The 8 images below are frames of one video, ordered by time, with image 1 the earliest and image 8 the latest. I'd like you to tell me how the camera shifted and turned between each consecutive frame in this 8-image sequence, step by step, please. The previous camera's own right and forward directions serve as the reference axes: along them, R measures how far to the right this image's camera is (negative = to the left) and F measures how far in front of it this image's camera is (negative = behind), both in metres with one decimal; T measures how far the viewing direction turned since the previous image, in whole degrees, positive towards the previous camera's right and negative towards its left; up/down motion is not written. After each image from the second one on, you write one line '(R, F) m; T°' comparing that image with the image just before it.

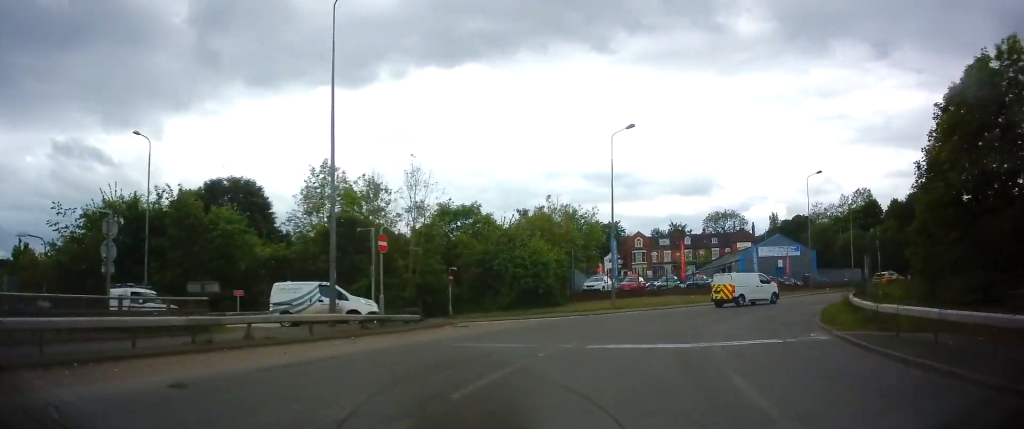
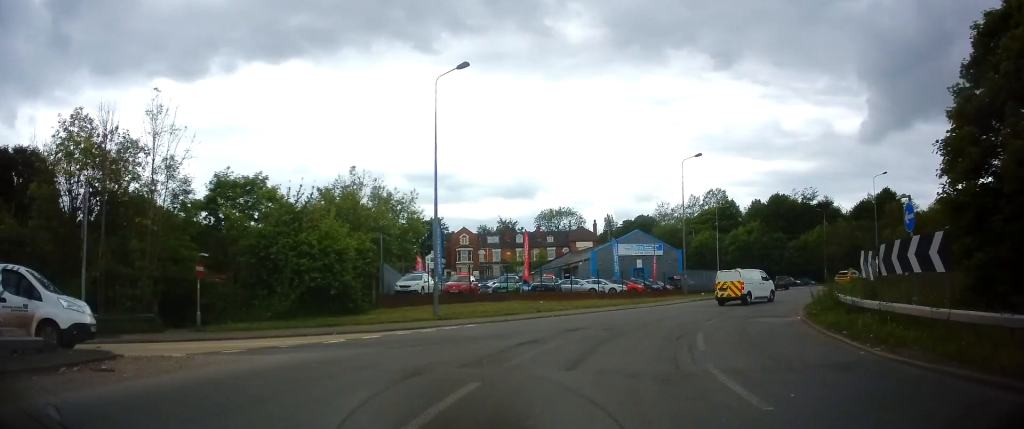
(+1.6, +11.4) m; +18°
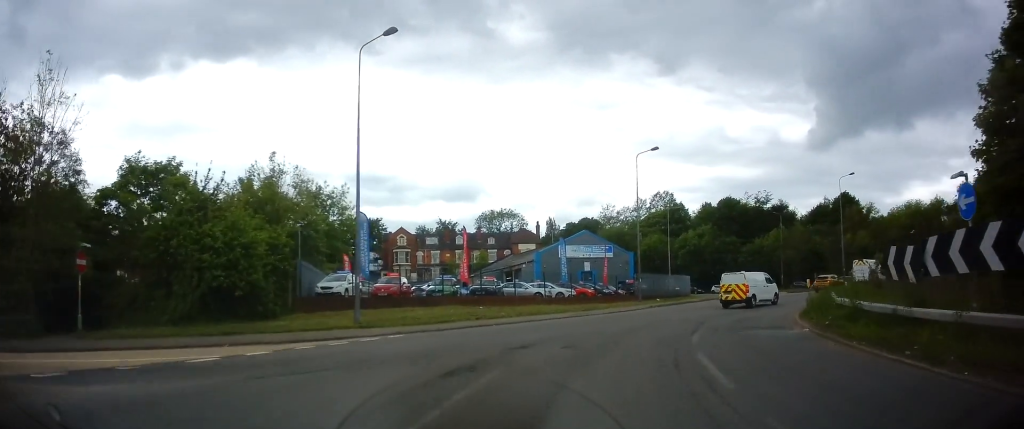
(0.0, +4.2) m; +7°
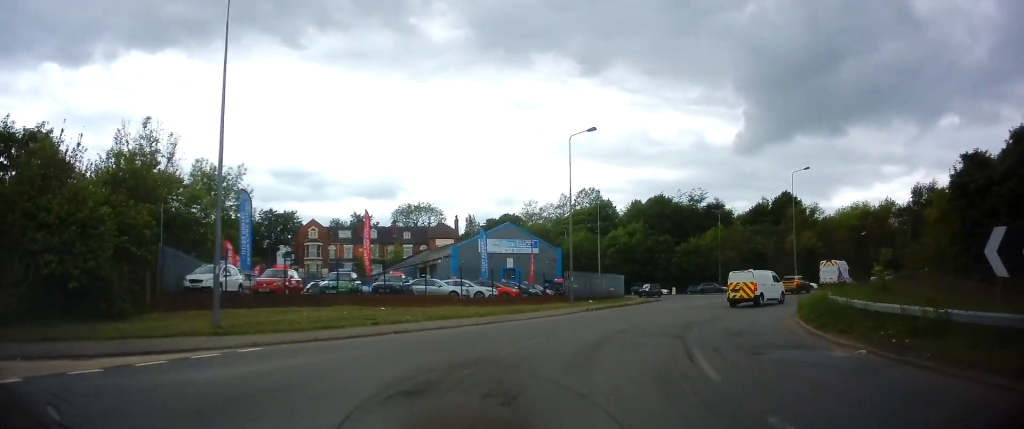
(+0.8, +5.9) m; +10°
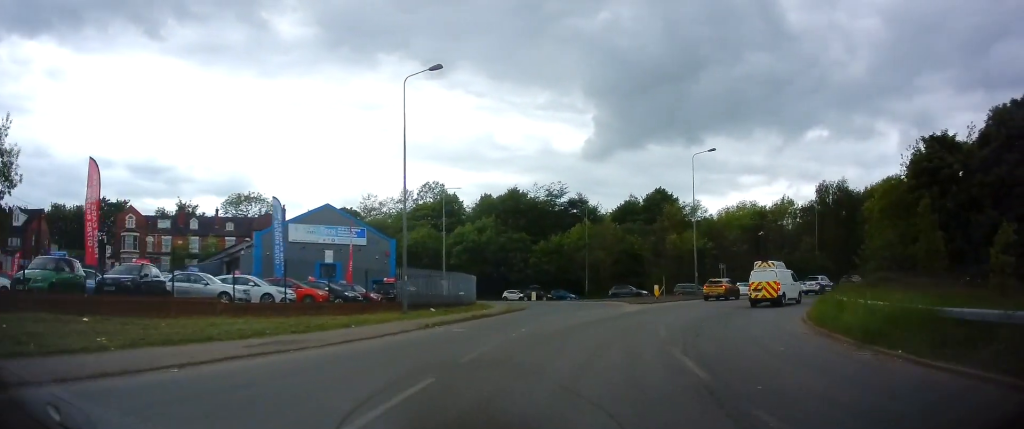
(+1.9, +12.1) m; +15°
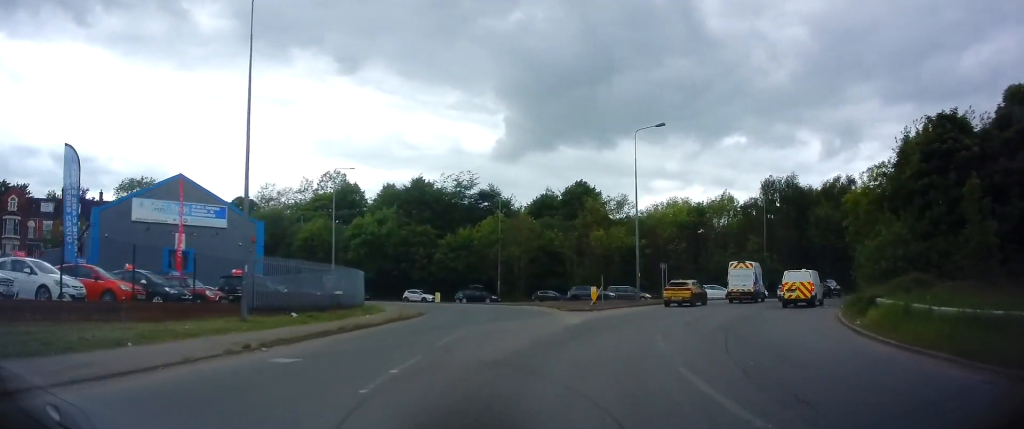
(+0.6, +9.2) m; +7°
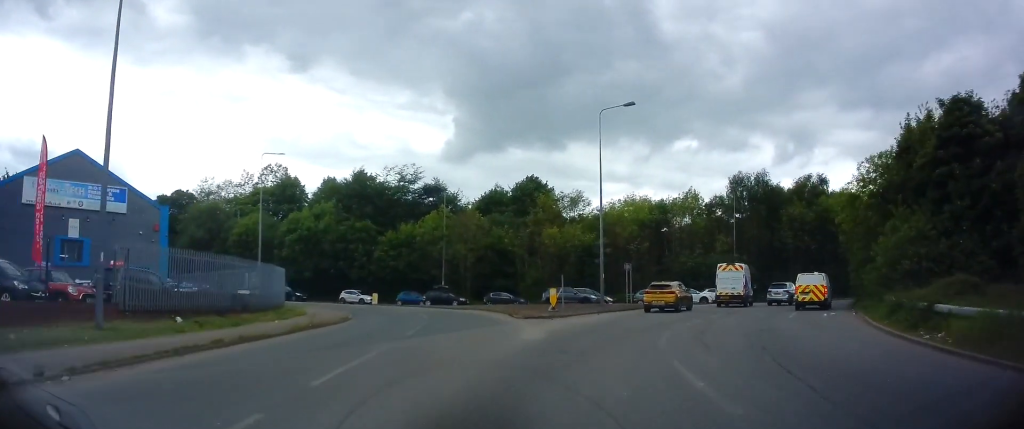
(+0.2, +5.4) m; +5°
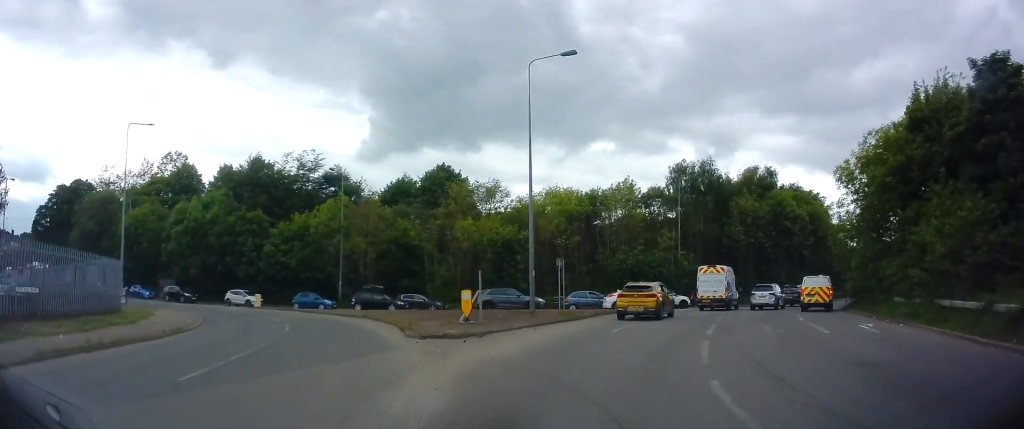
(+0.6, +8.5) m; +10°
